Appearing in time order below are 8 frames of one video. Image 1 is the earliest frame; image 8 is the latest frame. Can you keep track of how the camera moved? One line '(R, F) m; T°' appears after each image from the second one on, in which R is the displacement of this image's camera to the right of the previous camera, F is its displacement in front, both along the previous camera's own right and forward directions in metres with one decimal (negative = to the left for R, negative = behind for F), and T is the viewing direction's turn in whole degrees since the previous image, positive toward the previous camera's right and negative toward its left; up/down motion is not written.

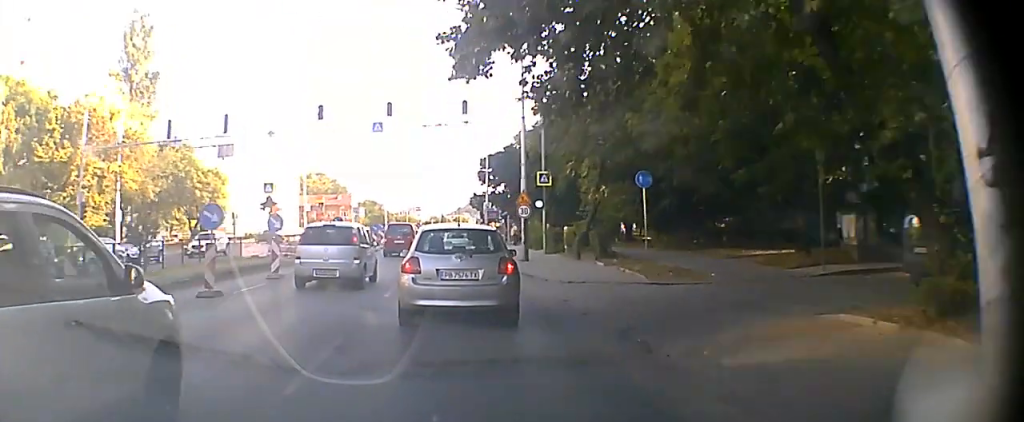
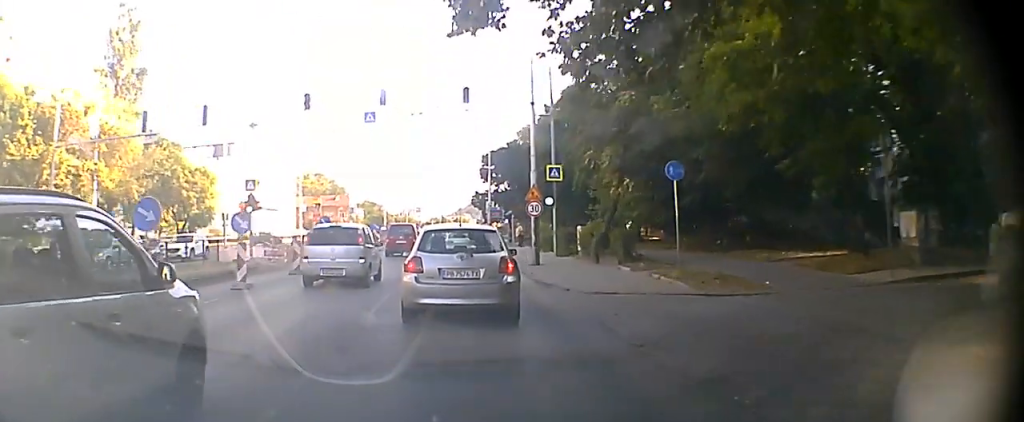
(0.0, +2.9) m; 0°
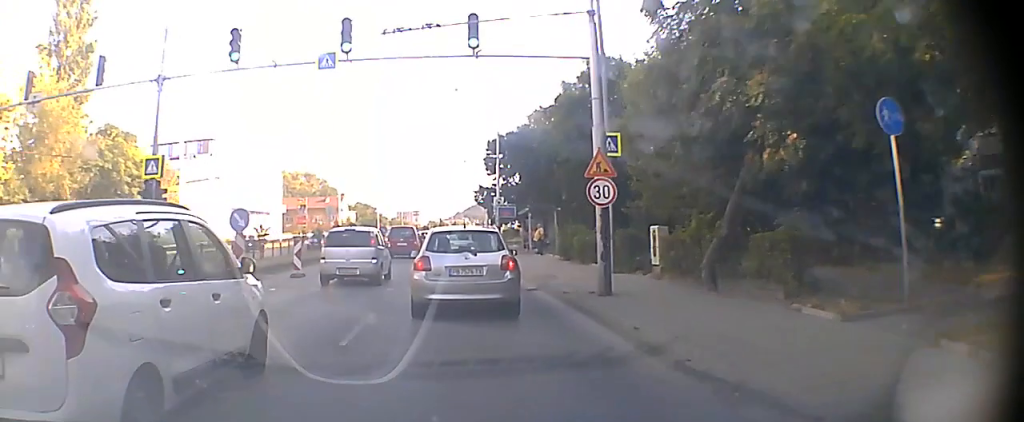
(+0.1, +11.2) m; +1°
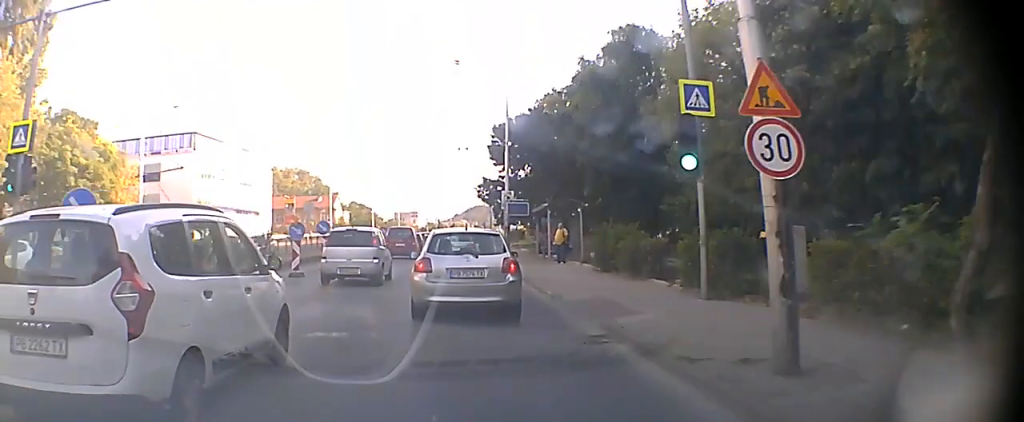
(0.0, +7.9) m; 0°
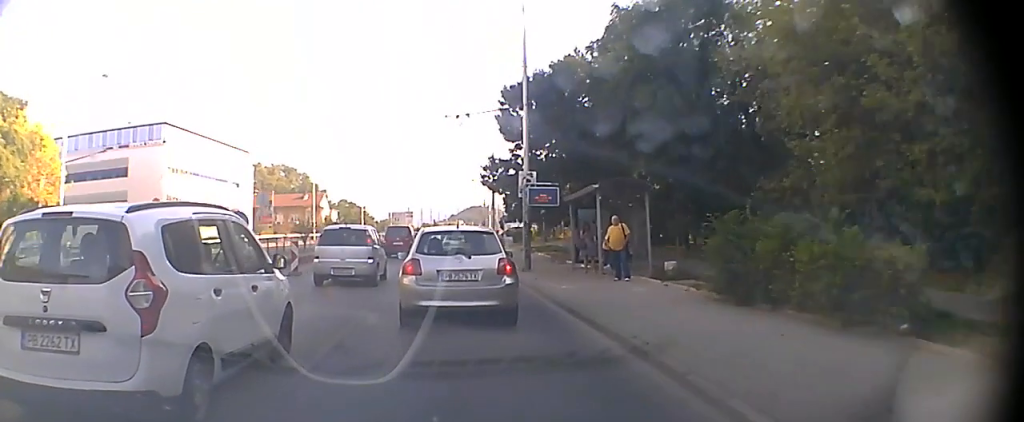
(0.0, +11.3) m; 0°
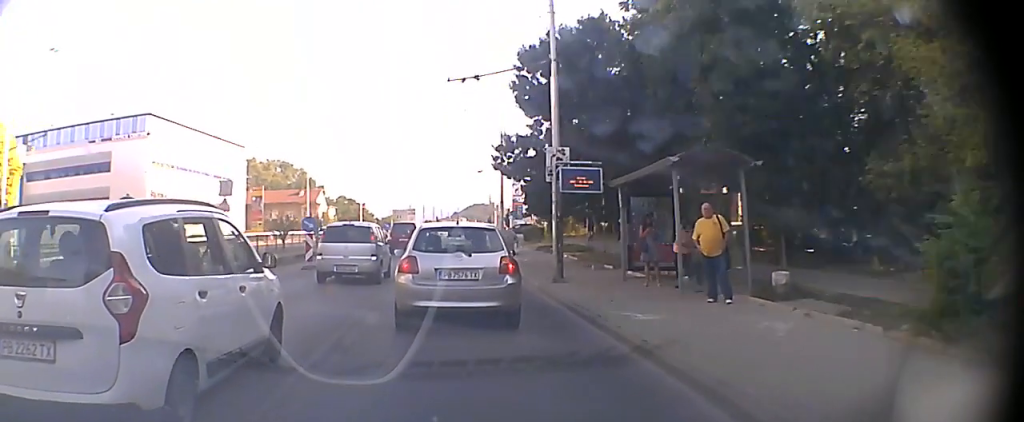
(0.0, +5.9) m; 0°
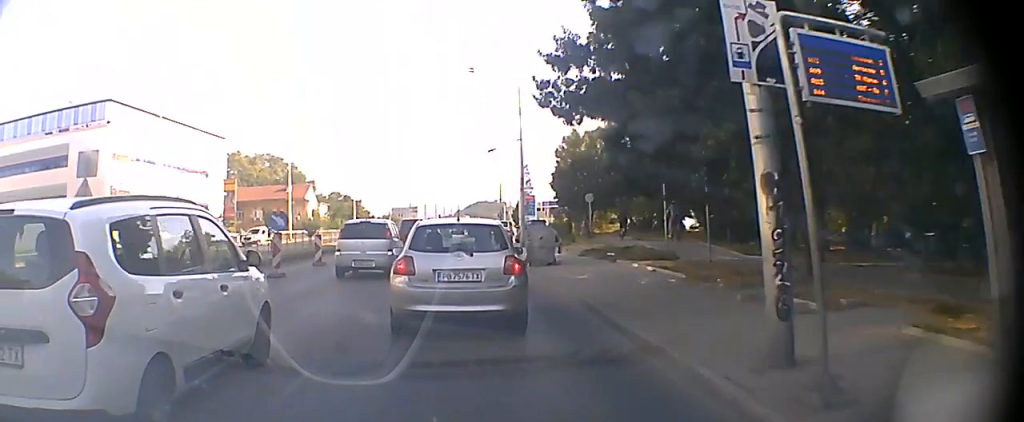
(0.0, +14.2) m; 0°
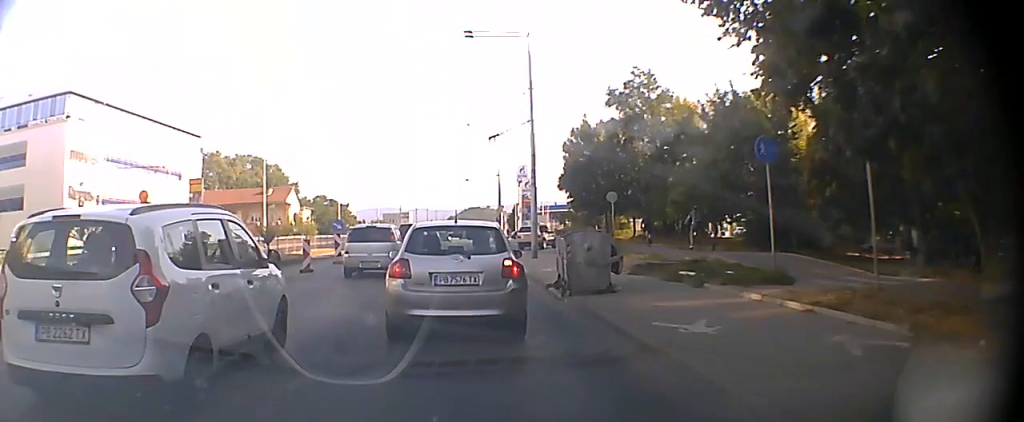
(0.0, +9.6) m; 0°
